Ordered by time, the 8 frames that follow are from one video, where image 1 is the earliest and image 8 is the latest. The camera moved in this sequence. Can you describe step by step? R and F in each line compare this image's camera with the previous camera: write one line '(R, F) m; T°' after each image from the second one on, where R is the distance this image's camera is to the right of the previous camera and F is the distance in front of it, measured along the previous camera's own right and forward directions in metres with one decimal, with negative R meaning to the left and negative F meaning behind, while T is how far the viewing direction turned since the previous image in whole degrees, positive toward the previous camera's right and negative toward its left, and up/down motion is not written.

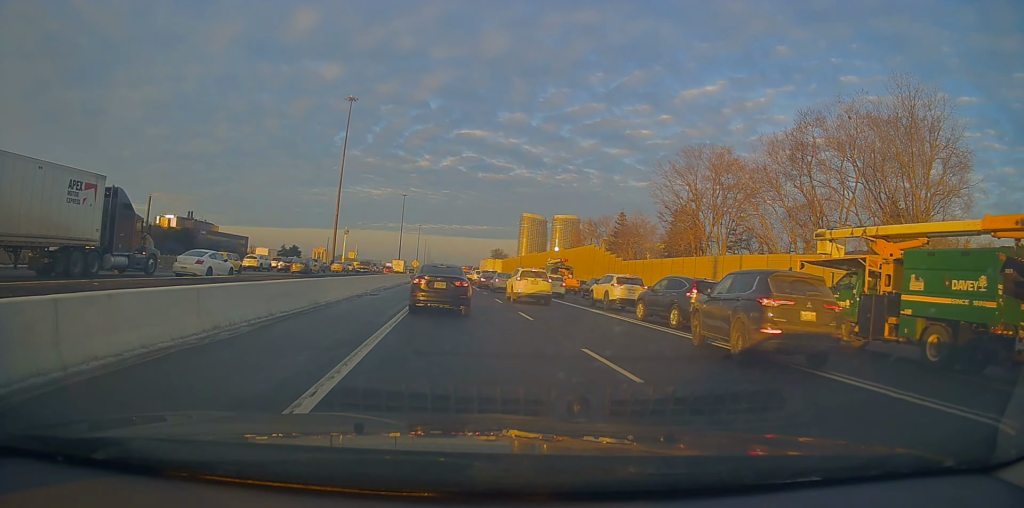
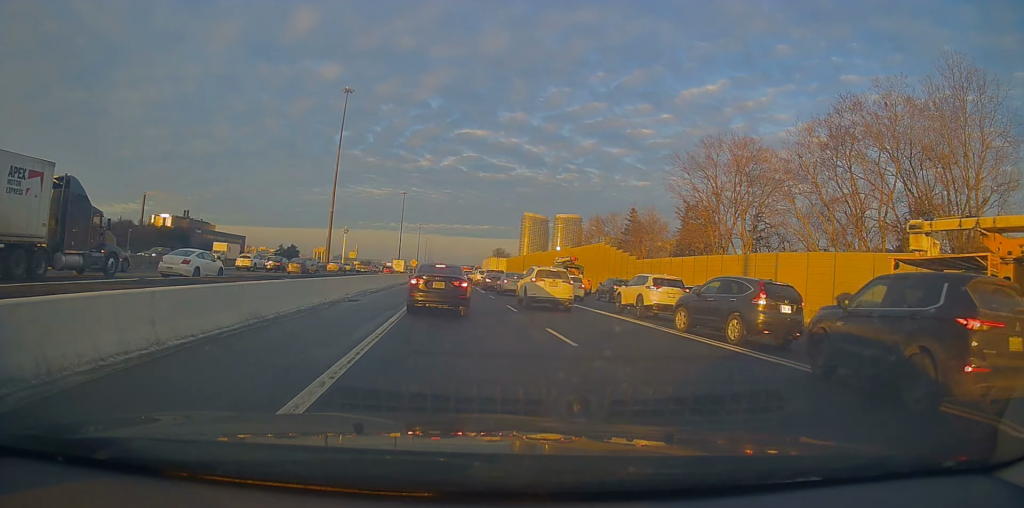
(-0.1, +6.0) m; -1°
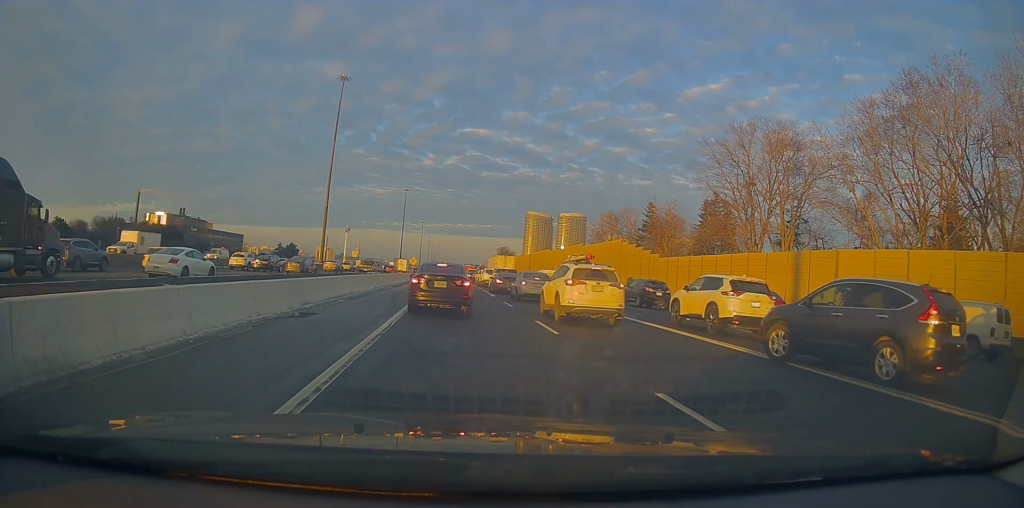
(-0.4, +7.8) m; -1°
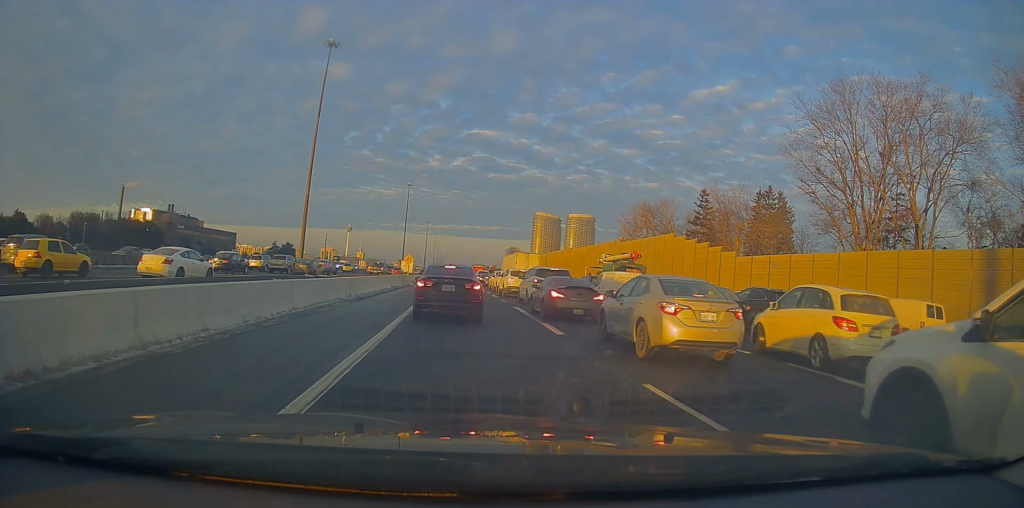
(+0.4, +18.7) m; +2°
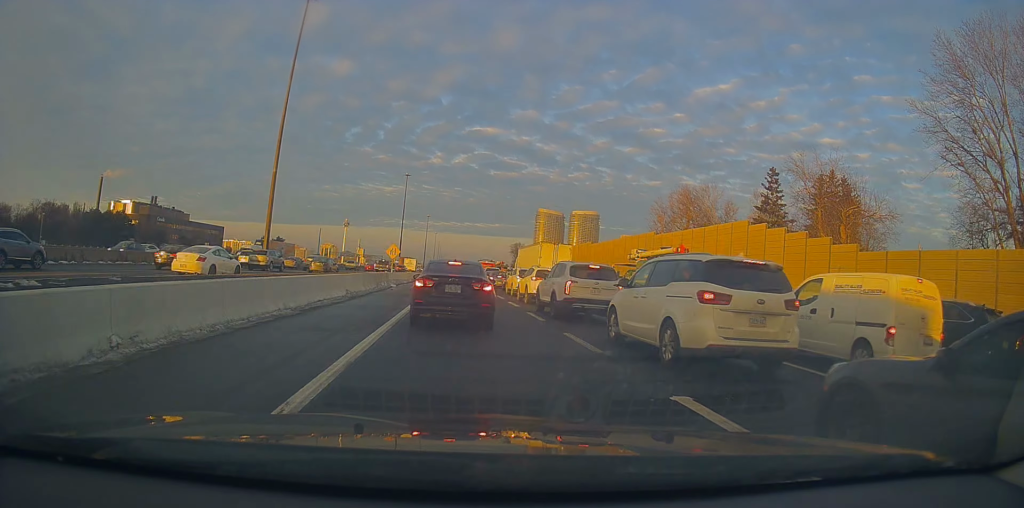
(+0.5, +18.1) m; +2°
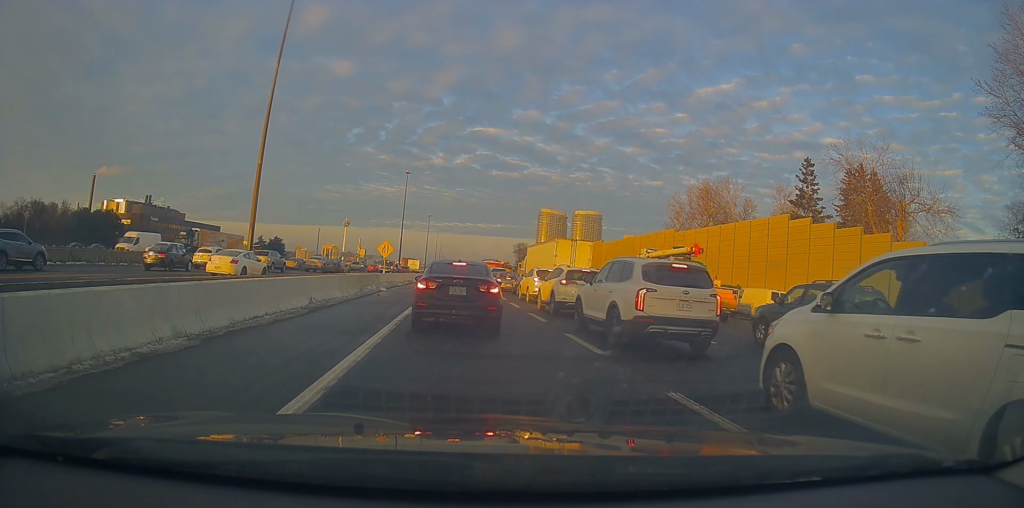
(-0.1, +7.1) m; -2°
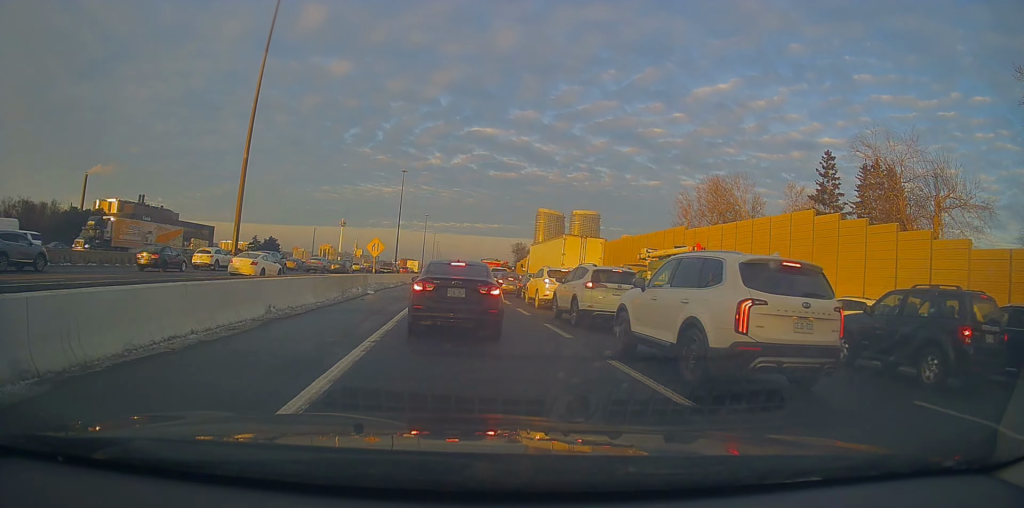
(0.0, +4.3) m; -3°
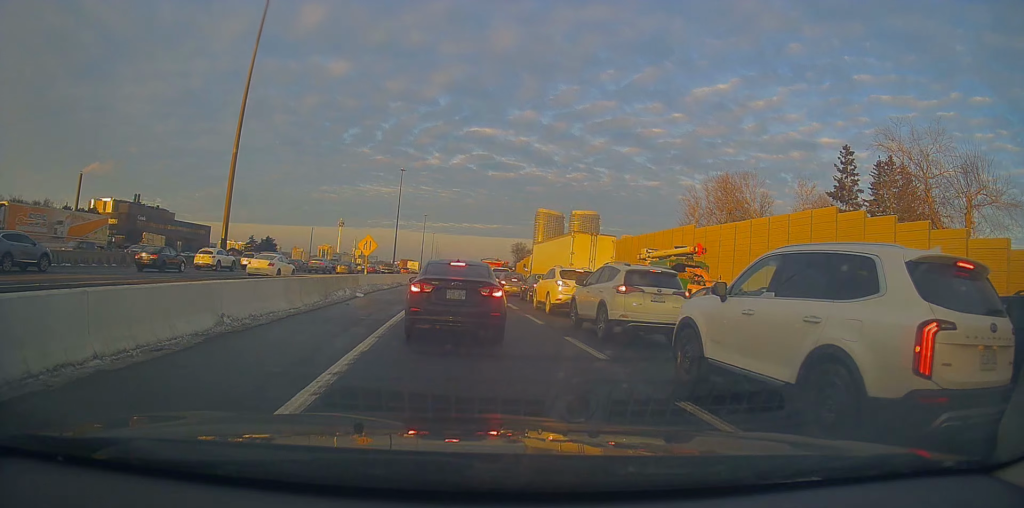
(-0.2, +3.1) m; +3°
